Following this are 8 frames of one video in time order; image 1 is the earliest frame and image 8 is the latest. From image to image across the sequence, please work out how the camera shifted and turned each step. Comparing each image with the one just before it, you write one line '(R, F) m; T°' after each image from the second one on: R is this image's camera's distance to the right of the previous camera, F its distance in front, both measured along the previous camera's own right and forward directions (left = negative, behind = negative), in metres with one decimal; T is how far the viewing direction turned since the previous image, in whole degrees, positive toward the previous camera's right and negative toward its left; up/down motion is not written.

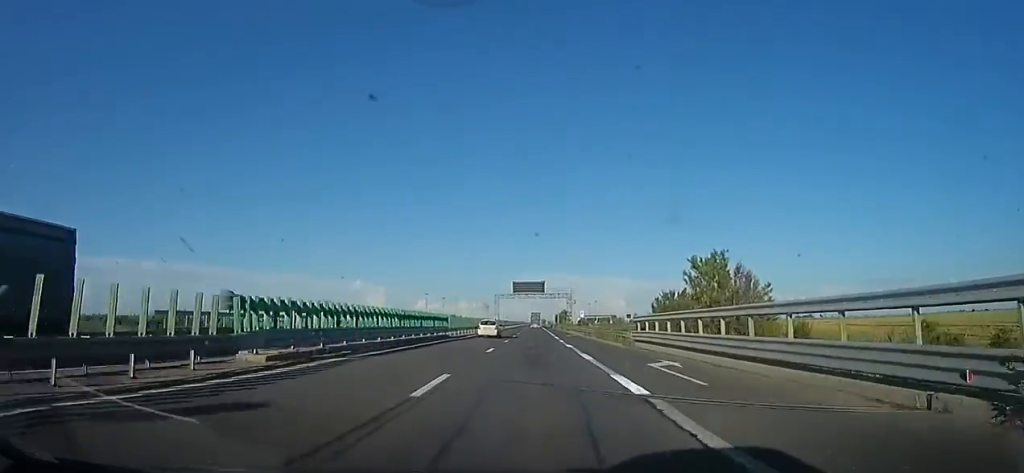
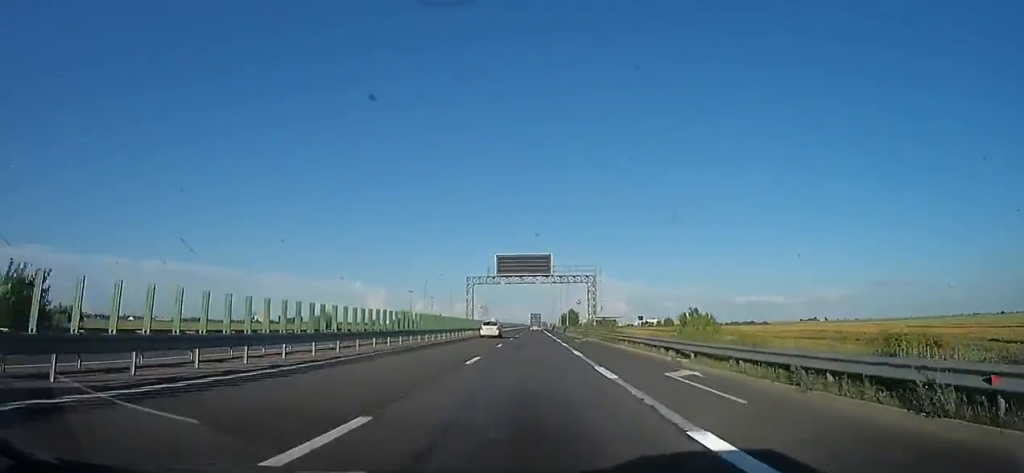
(+0.8, +41.8) m; -1°
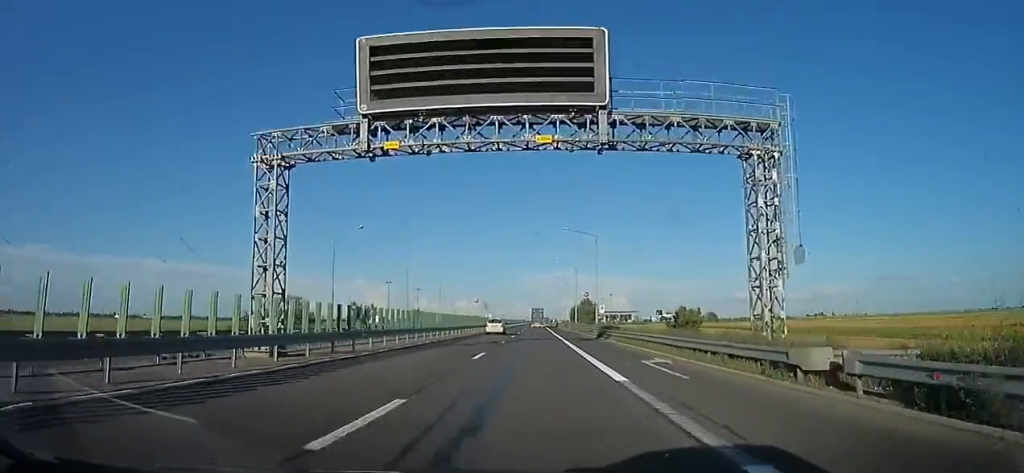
(-1.6, +47.1) m; 0°
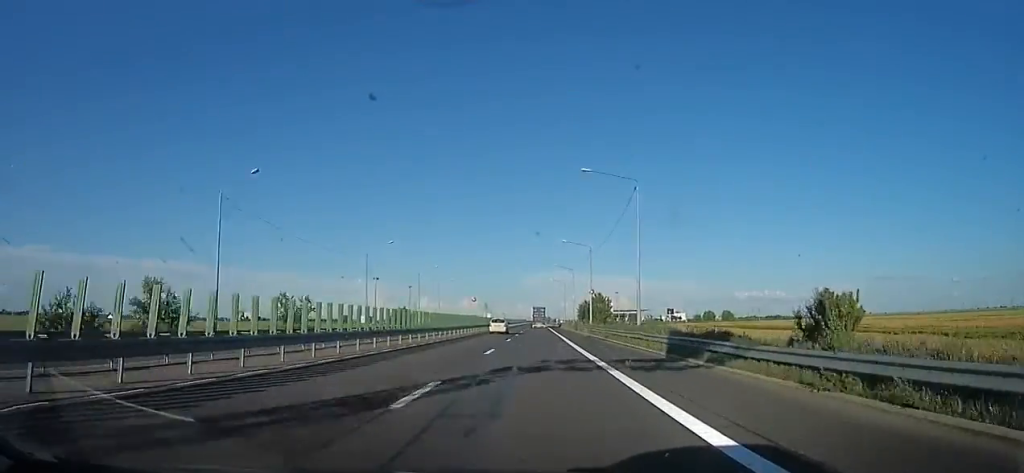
(+0.9, +21.7) m; +2°
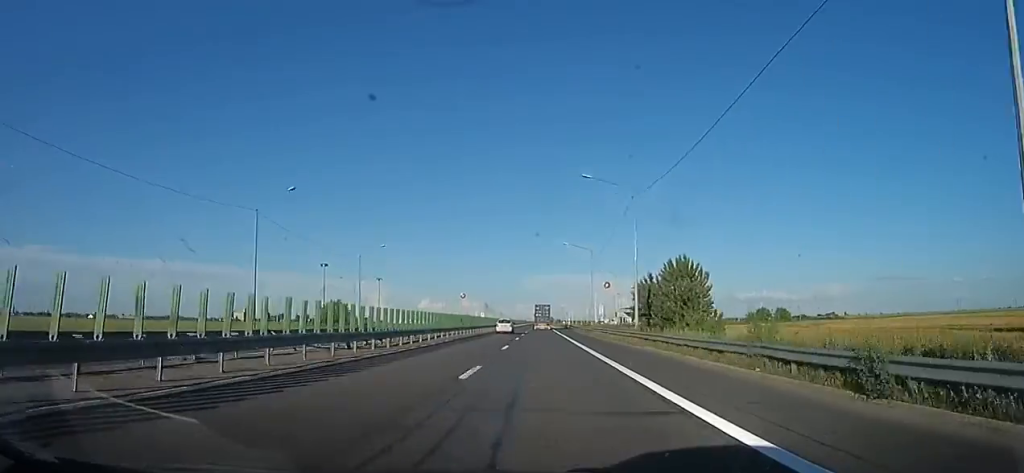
(-0.2, +57.0) m; -2°
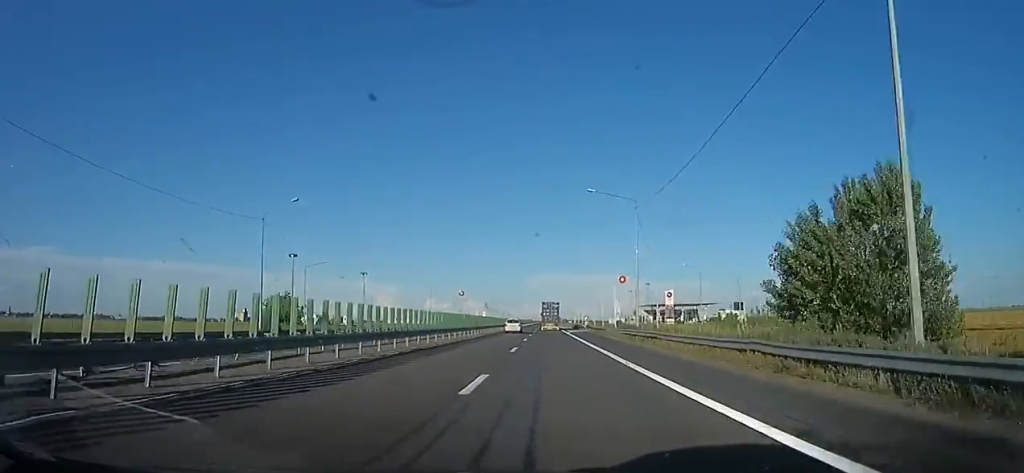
(-1.0, +26.5) m; 0°
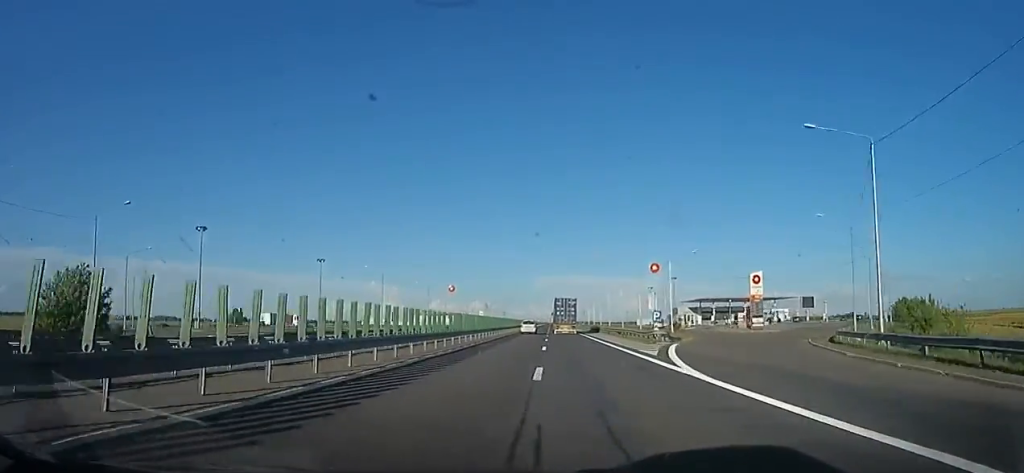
(+0.9, +45.4) m; 0°
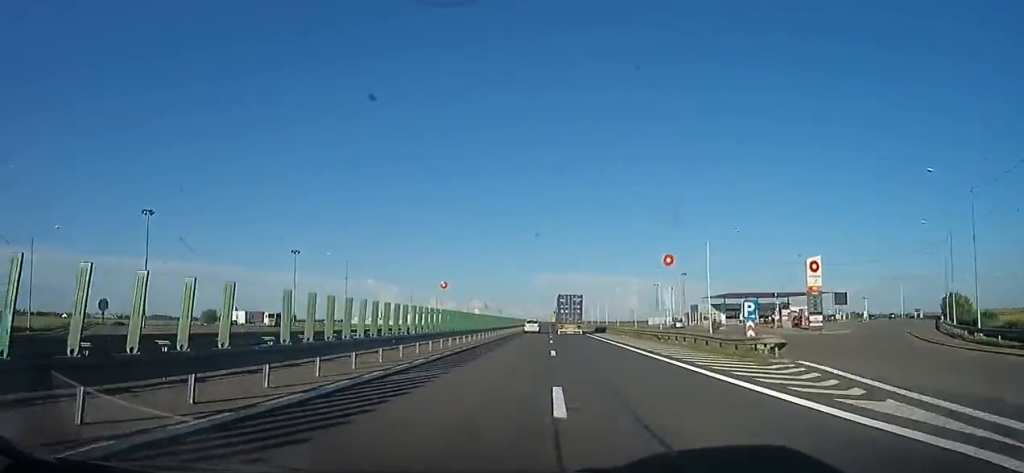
(-0.7, +16.6) m; 0°
